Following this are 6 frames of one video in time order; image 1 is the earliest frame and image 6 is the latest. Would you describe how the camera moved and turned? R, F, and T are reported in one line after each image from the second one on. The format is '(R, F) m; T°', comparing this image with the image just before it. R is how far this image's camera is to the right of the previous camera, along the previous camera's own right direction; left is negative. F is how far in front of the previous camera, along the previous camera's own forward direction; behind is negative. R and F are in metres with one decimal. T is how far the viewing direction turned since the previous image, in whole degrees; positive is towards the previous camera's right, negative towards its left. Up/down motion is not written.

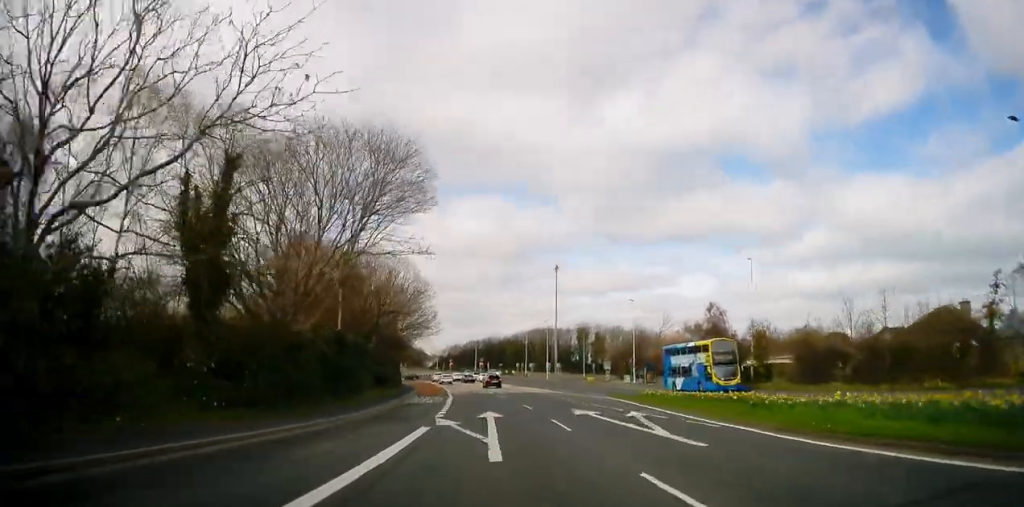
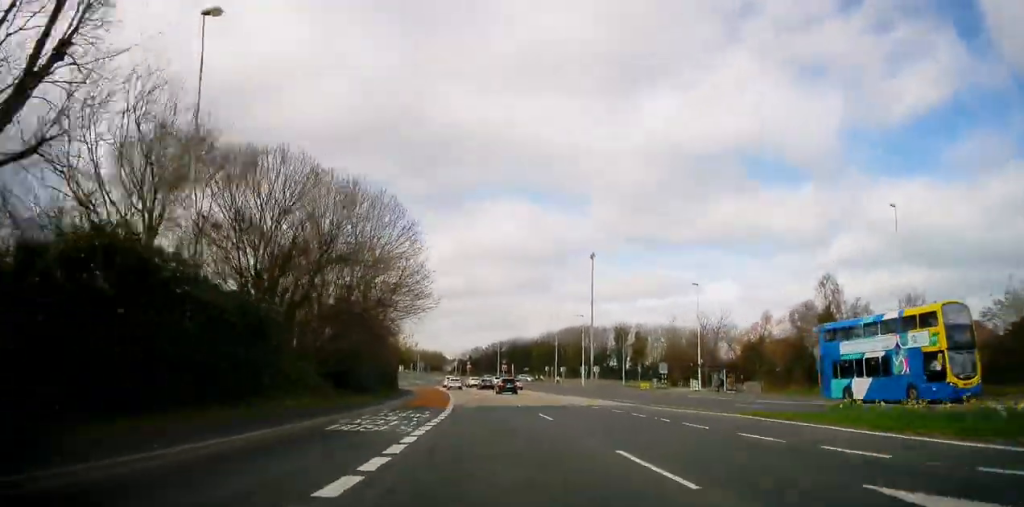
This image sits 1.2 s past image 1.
(-0.8, +21.6) m; -6°
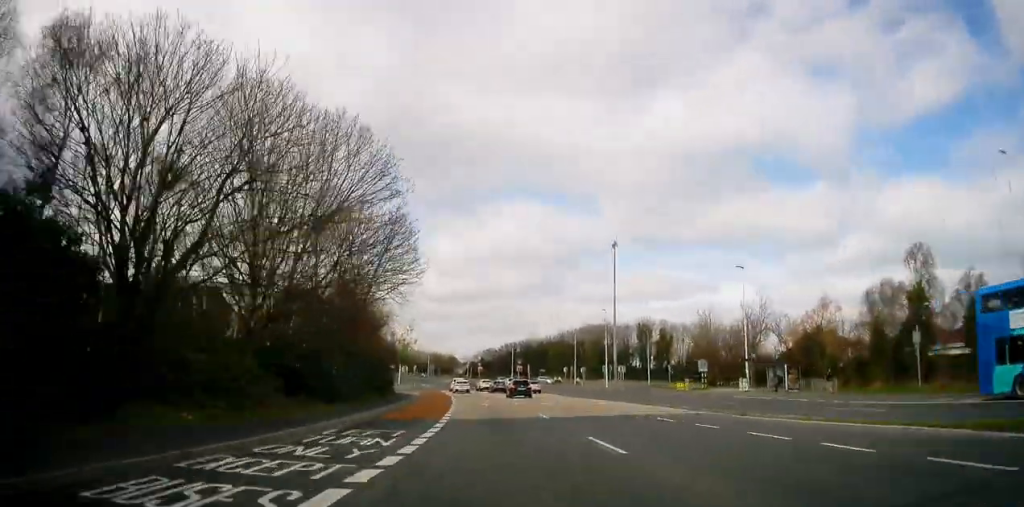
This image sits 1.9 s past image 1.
(-0.4, +10.9) m; -2°
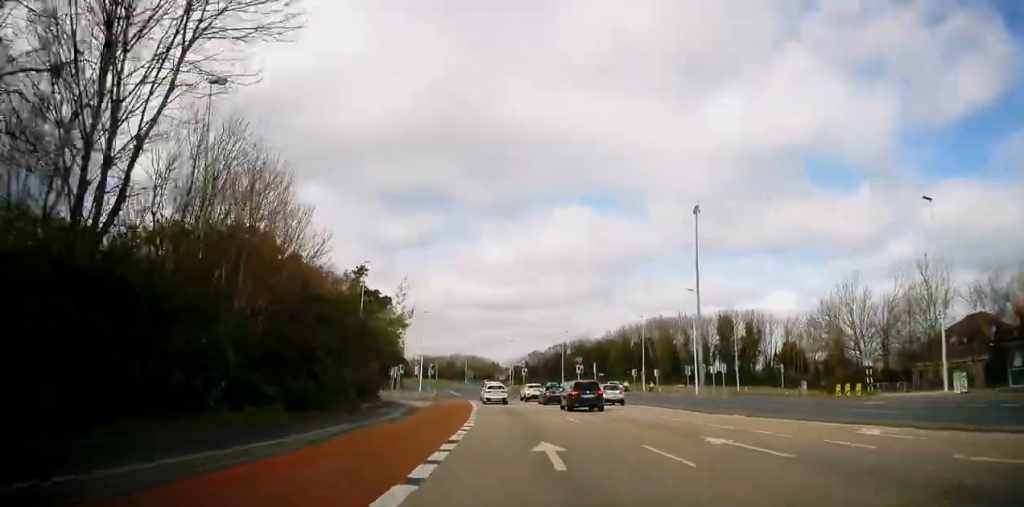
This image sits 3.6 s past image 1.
(-0.1, +26.6) m; -1°
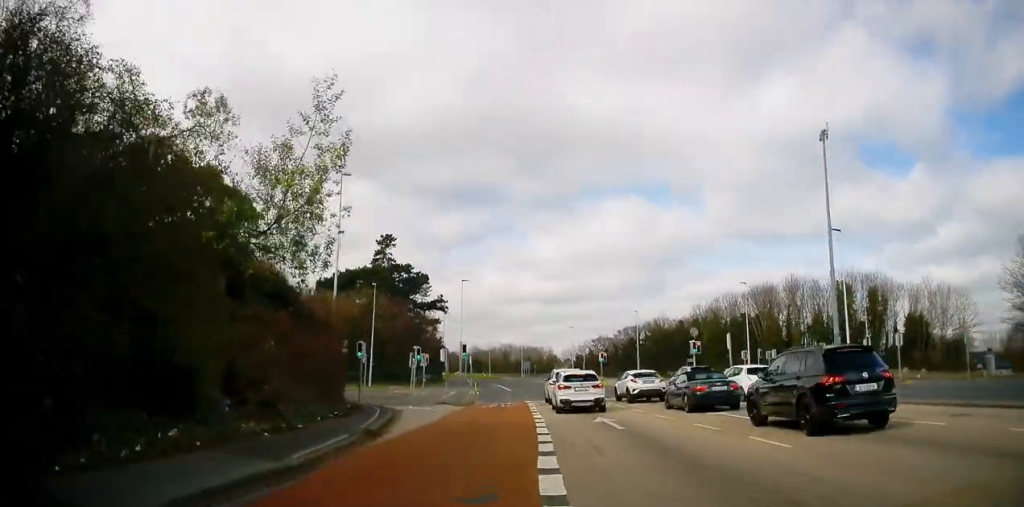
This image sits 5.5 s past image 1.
(-0.7, +25.8) m; -4°
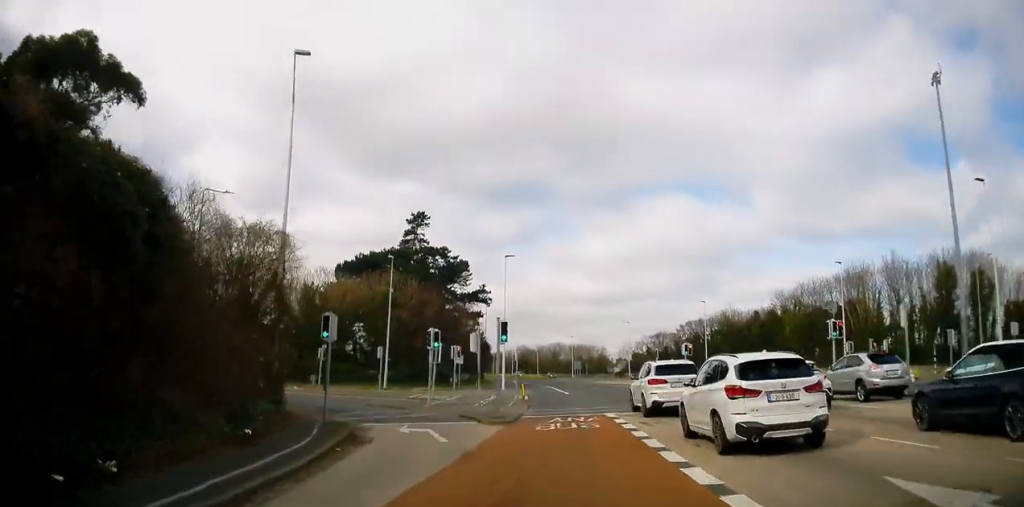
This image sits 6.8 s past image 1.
(-0.6, +16.1) m; -4°
